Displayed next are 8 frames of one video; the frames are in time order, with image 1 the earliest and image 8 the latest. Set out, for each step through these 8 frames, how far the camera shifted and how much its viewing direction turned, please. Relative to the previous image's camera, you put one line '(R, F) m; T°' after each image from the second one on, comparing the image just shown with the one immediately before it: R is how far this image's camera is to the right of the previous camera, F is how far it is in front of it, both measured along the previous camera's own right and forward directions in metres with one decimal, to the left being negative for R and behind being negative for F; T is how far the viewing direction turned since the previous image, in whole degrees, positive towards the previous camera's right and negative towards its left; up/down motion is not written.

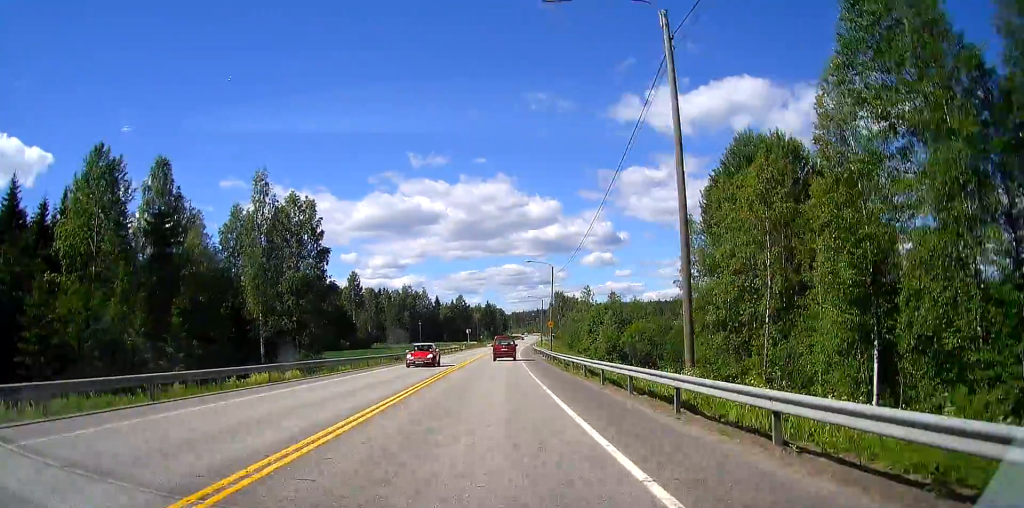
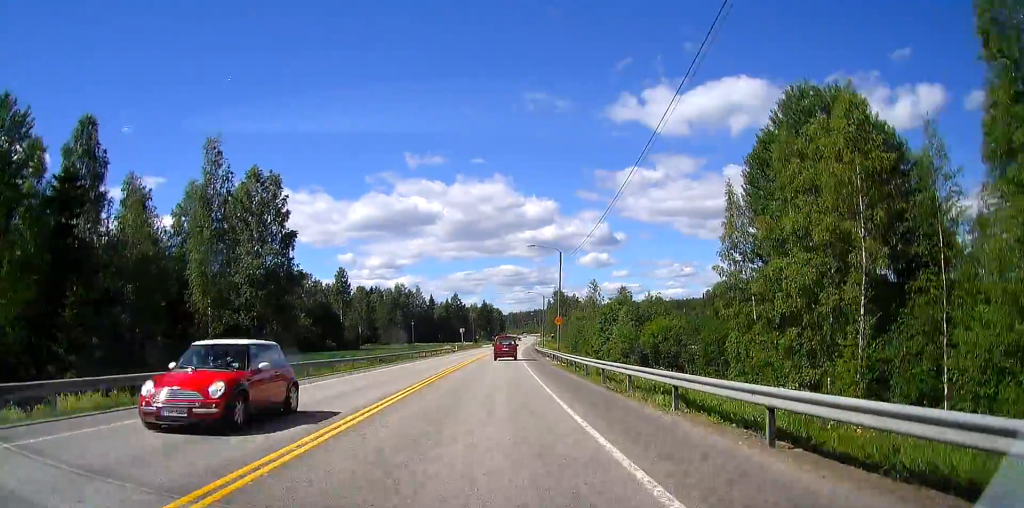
(+0.1, +10.6) m; 0°
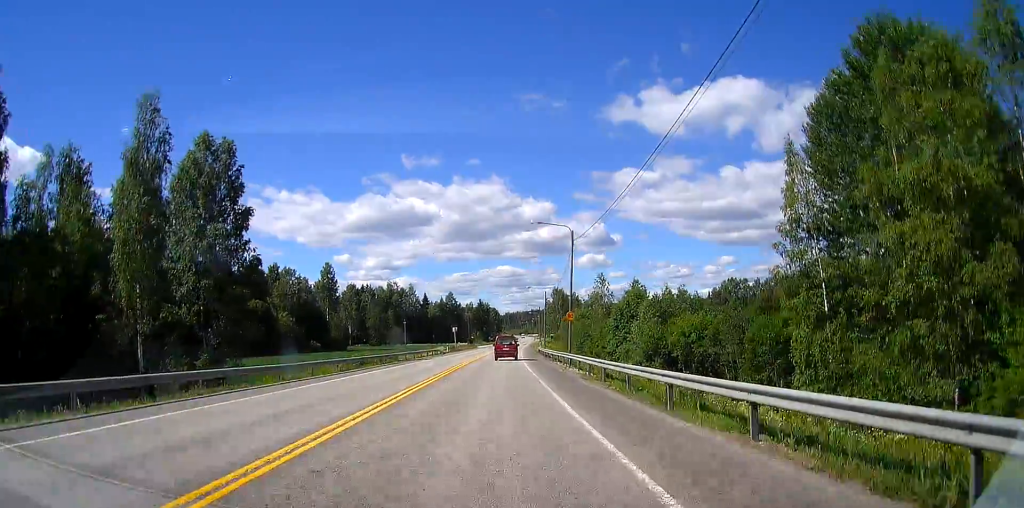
(0.0, +10.2) m; 0°
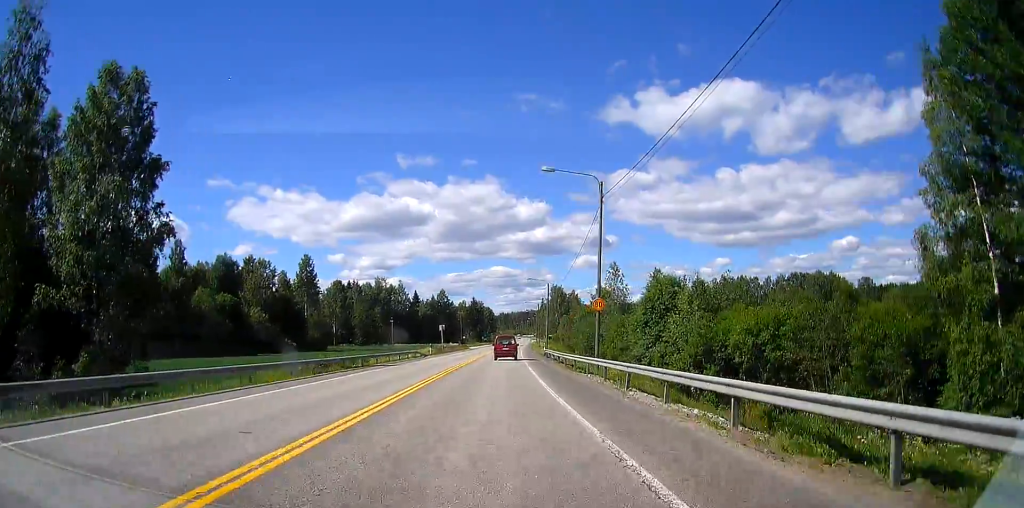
(0.0, +13.3) m; +1°
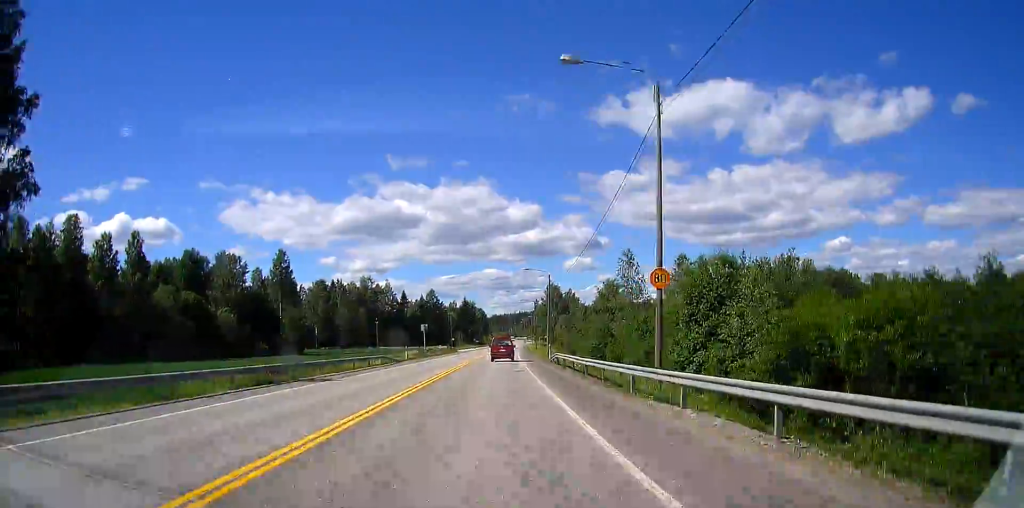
(+0.1, +10.4) m; 0°
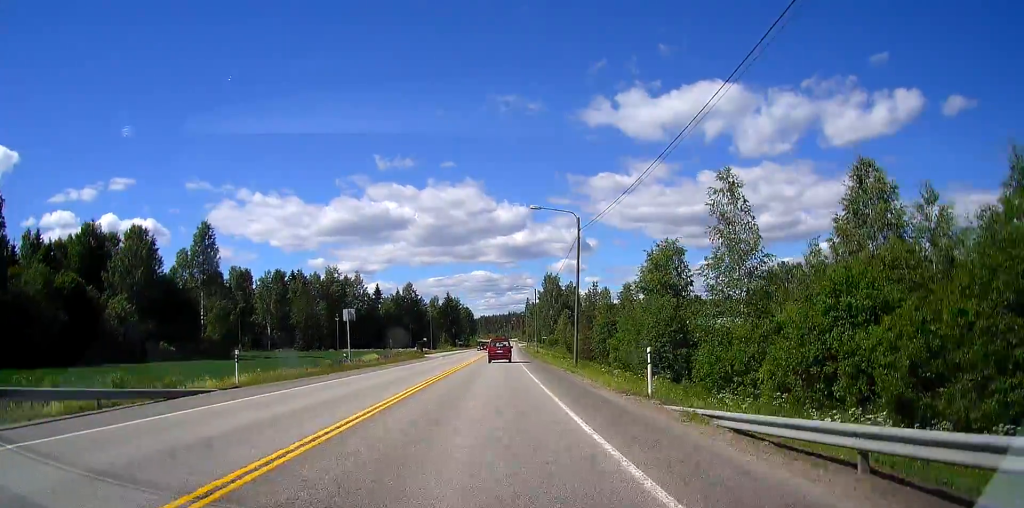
(-0.1, +28.8) m; 0°
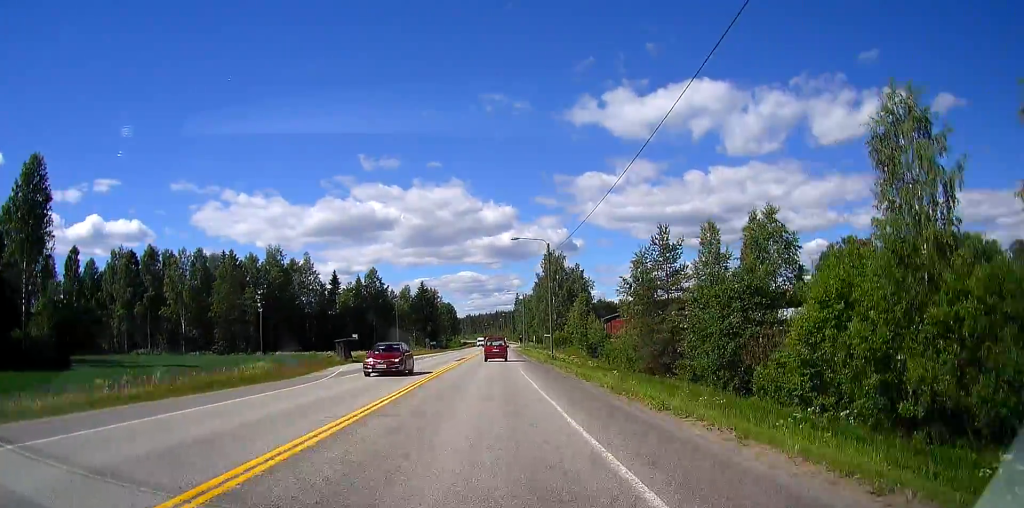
(+1.1, +40.5) m; +3°
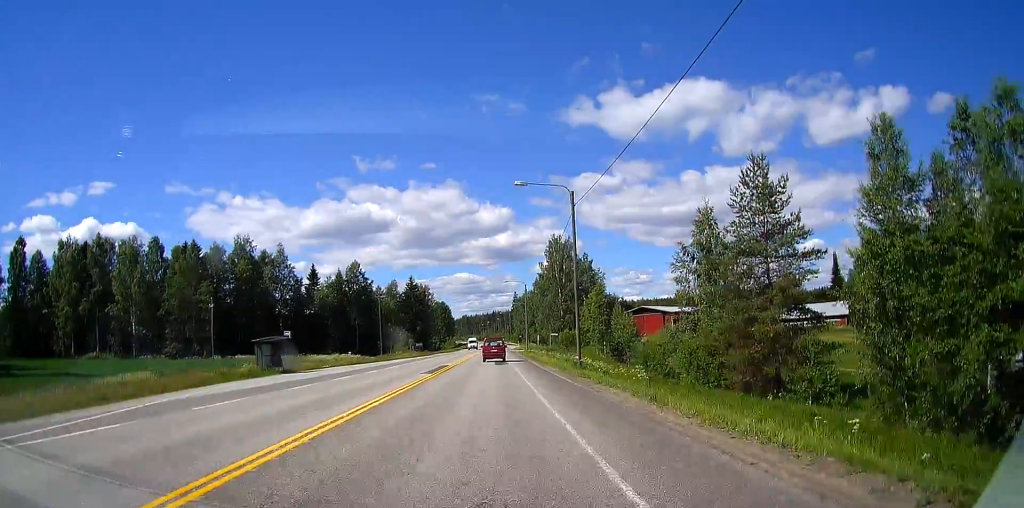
(0.0, +17.9) m; 0°
